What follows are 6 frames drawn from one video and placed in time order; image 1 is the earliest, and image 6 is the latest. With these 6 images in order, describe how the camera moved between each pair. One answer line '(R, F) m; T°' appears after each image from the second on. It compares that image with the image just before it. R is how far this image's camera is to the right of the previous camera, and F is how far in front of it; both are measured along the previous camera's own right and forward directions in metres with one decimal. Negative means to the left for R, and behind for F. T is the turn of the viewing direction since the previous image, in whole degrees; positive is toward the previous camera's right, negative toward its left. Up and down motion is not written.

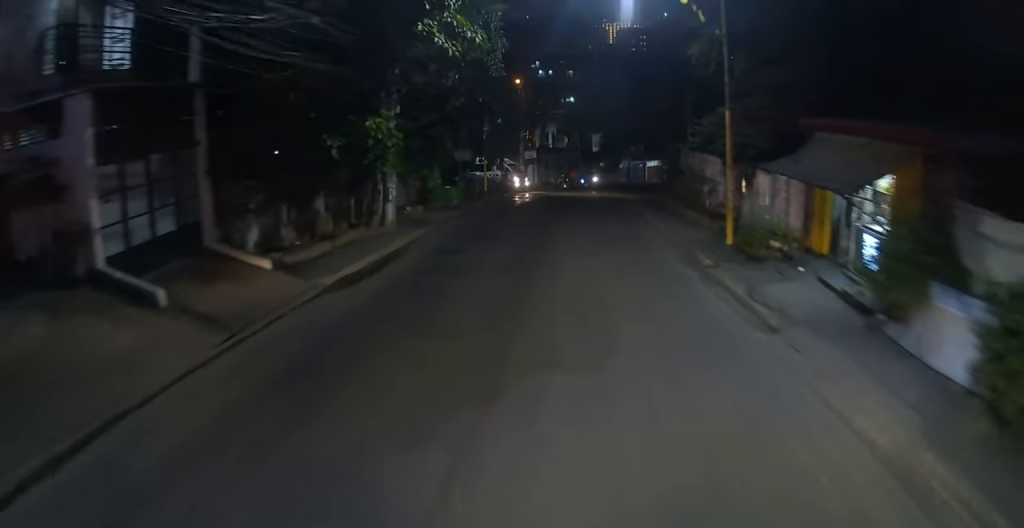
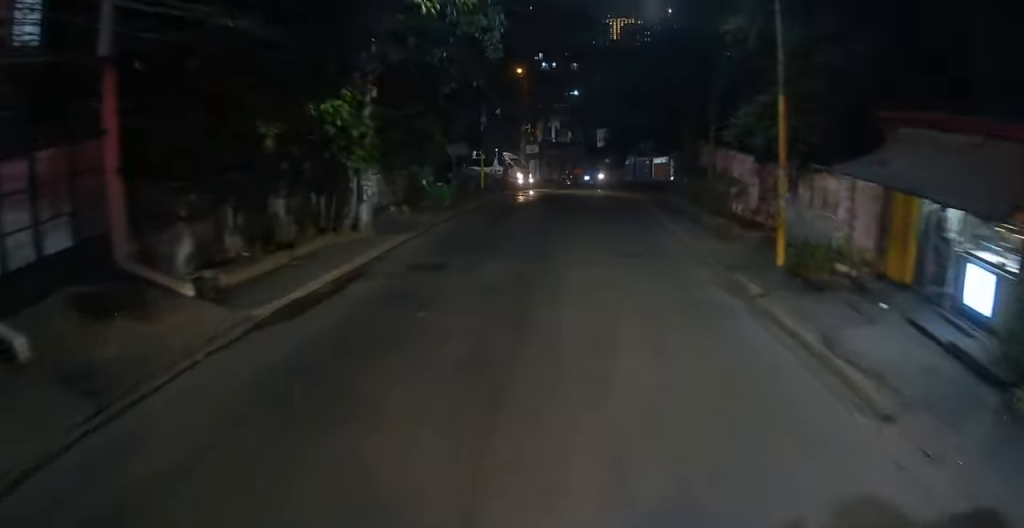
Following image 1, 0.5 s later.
(0.0, +3.1) m; 0°
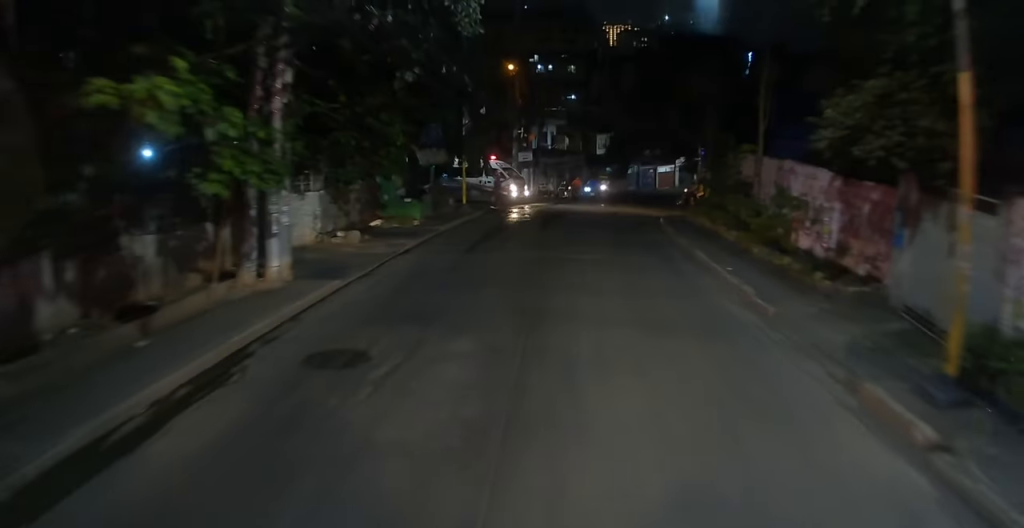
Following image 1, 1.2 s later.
(0.0, +5.0) m; 0°
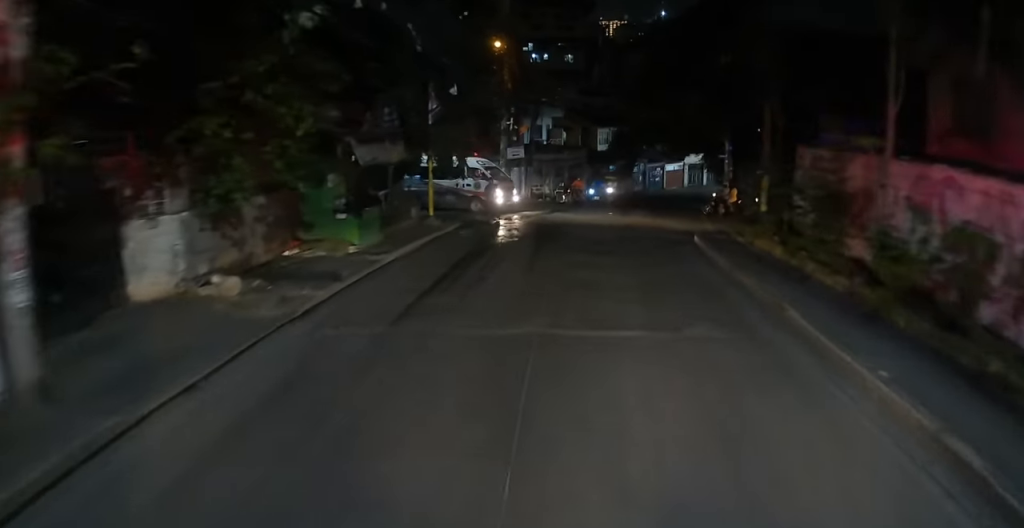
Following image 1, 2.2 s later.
(0.0, +6.4) m; +1°
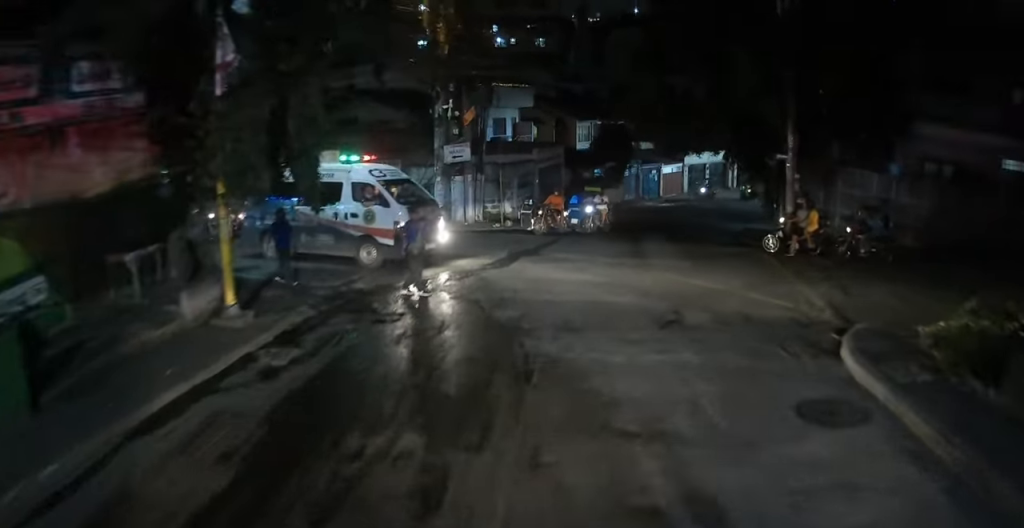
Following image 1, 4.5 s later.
(-0.2, +11.7) m; +1°
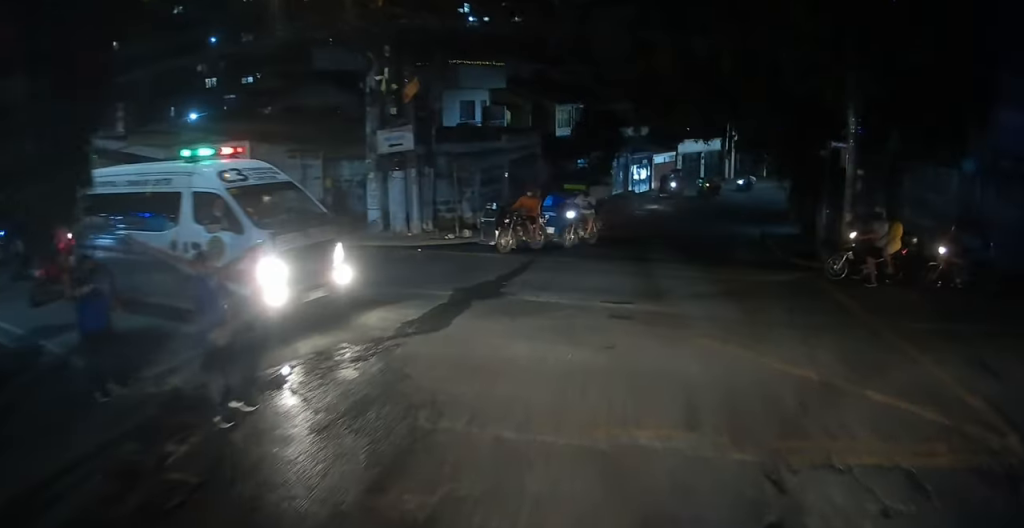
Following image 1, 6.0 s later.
(-0.1, +6.0) m; -2°
